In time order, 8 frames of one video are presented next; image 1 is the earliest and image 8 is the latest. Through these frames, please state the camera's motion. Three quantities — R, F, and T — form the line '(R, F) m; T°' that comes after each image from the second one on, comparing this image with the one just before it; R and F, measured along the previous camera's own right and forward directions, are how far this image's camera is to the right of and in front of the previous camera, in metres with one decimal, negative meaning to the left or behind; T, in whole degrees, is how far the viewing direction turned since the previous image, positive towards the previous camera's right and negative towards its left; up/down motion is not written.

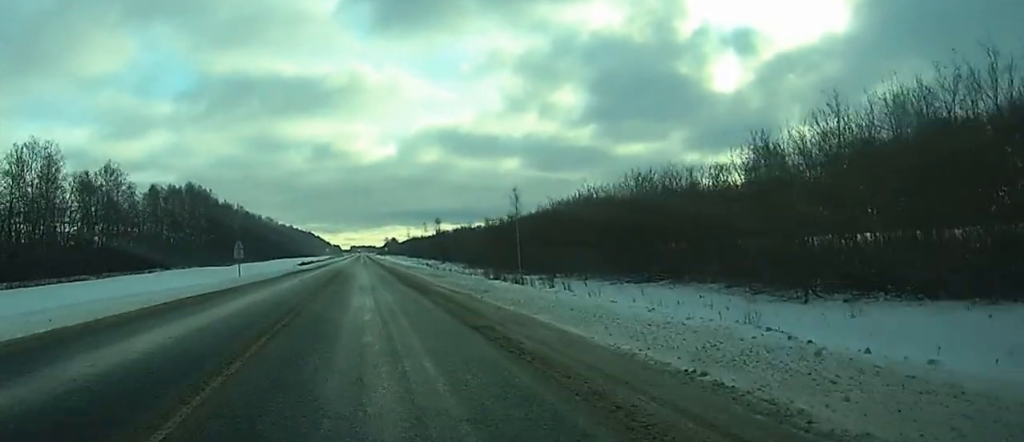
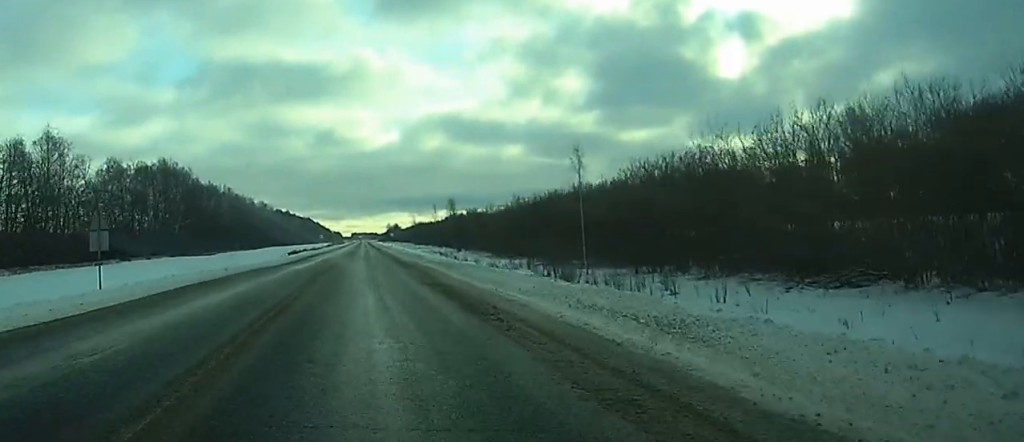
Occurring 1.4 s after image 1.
(0.0, +35.3) m; 0°
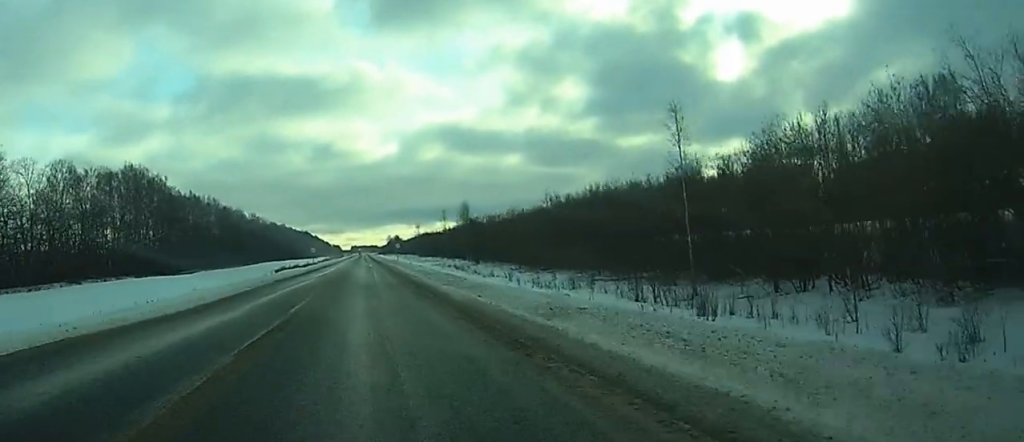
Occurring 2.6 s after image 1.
(0.0, +28.7) m; 0°
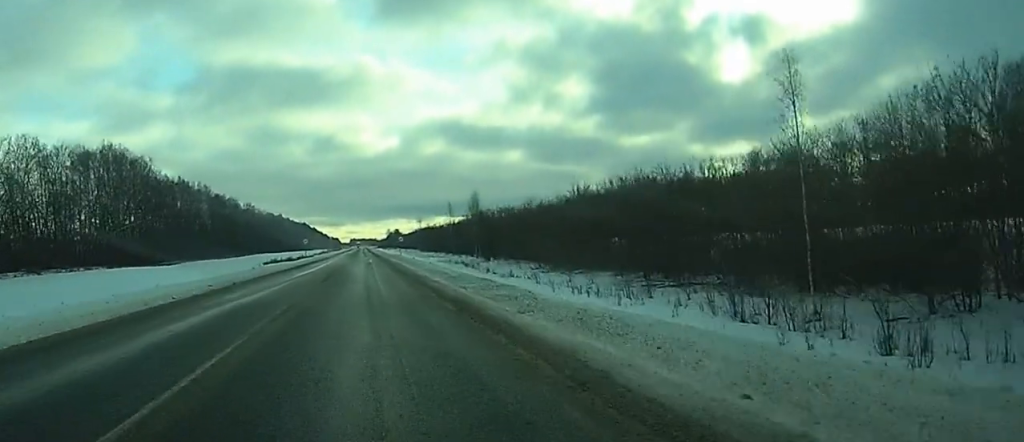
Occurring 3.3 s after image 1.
(0.0, +16.4) m; 0°
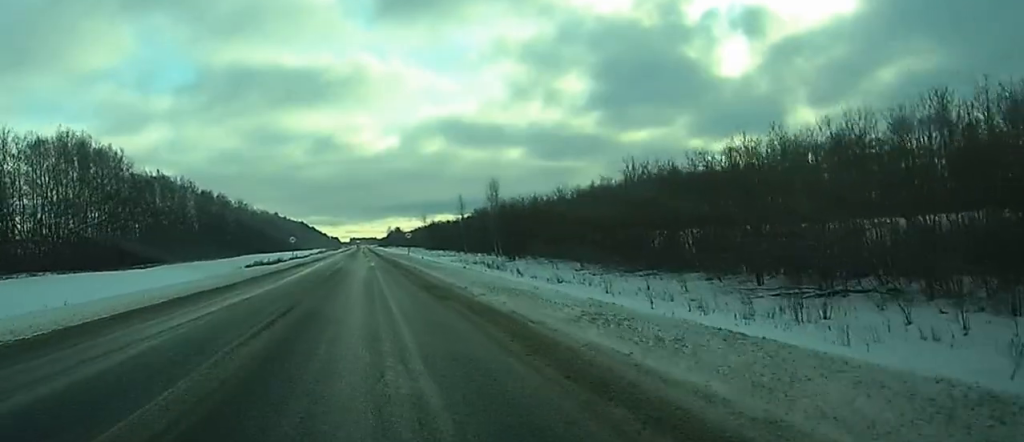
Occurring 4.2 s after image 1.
(0.0, +23.7) m; 0°
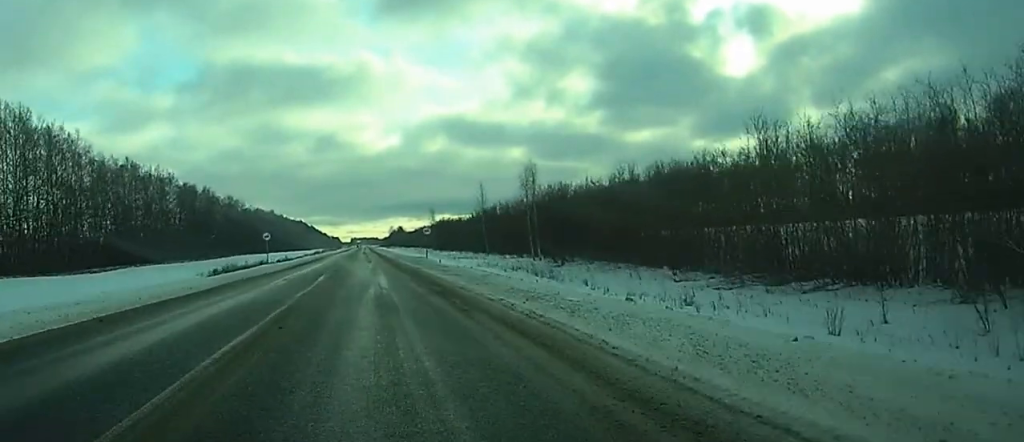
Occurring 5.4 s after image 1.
(+0.1, +29.4) m; 0°
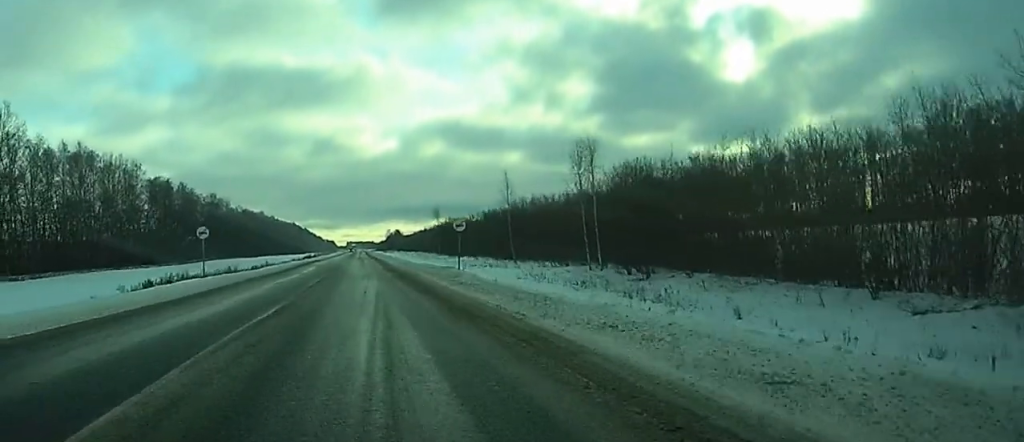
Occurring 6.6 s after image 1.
(+0.1, +29.5) m; 0°
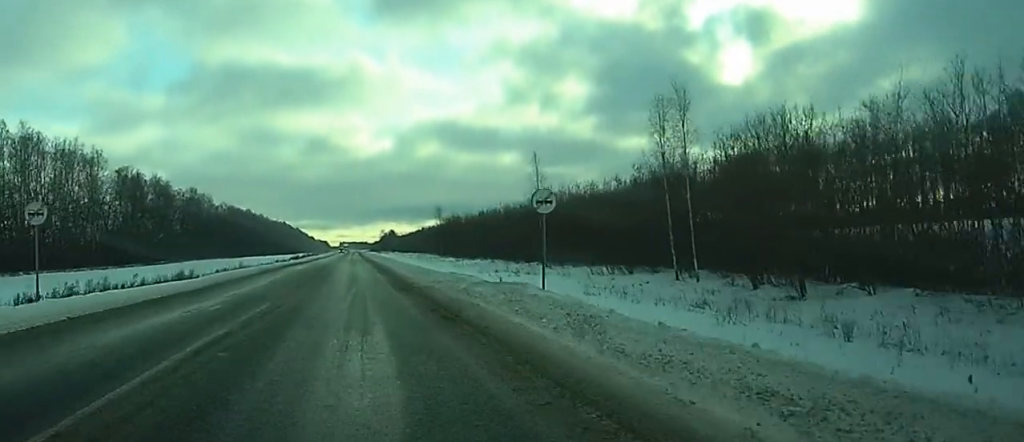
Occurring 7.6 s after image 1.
(0.0, +24.7) m; 0°
